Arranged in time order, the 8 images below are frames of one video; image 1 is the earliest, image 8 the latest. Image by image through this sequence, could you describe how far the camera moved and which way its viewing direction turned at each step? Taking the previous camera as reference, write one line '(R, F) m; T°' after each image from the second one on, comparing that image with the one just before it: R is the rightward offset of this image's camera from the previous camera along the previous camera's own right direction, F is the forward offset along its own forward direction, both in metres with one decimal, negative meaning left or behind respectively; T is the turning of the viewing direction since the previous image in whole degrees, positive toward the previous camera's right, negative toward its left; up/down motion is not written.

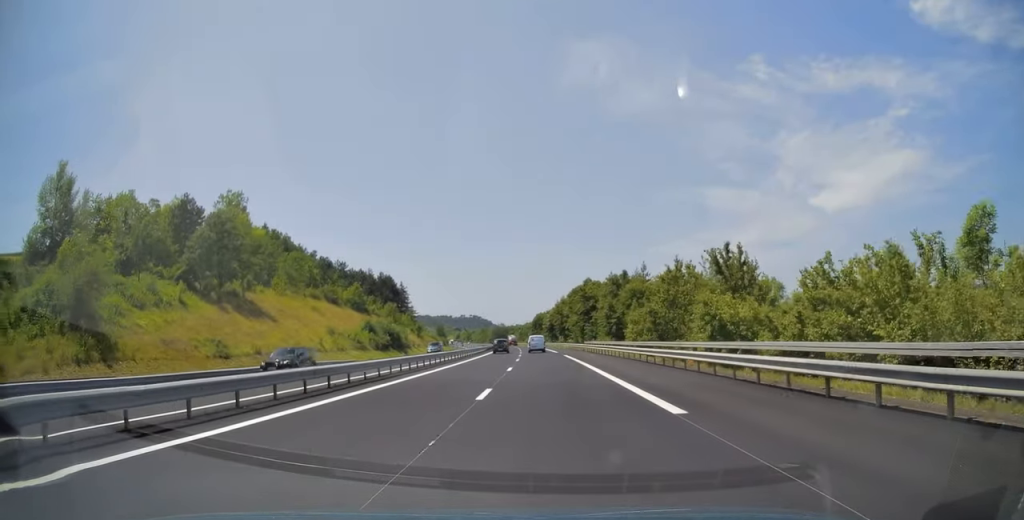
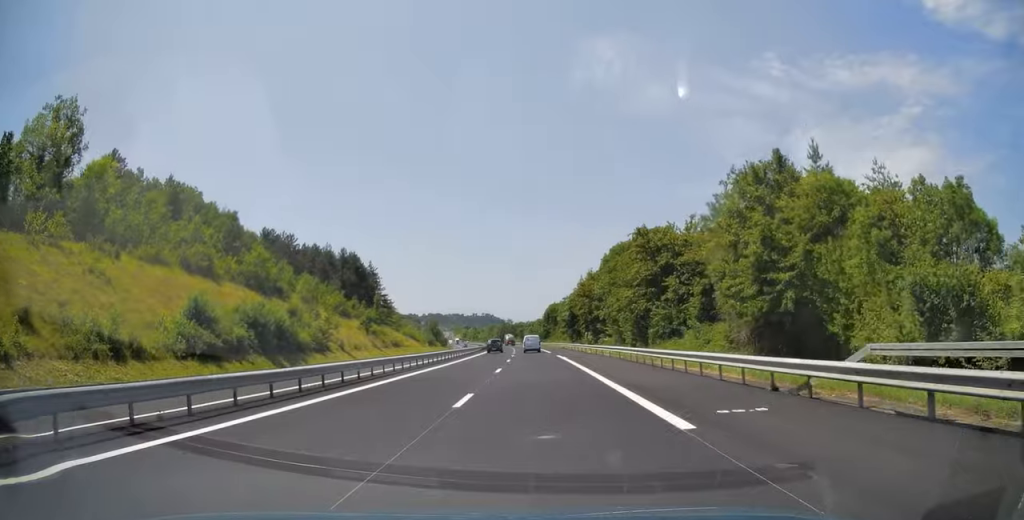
(-1.1, +53.6) m; -1°
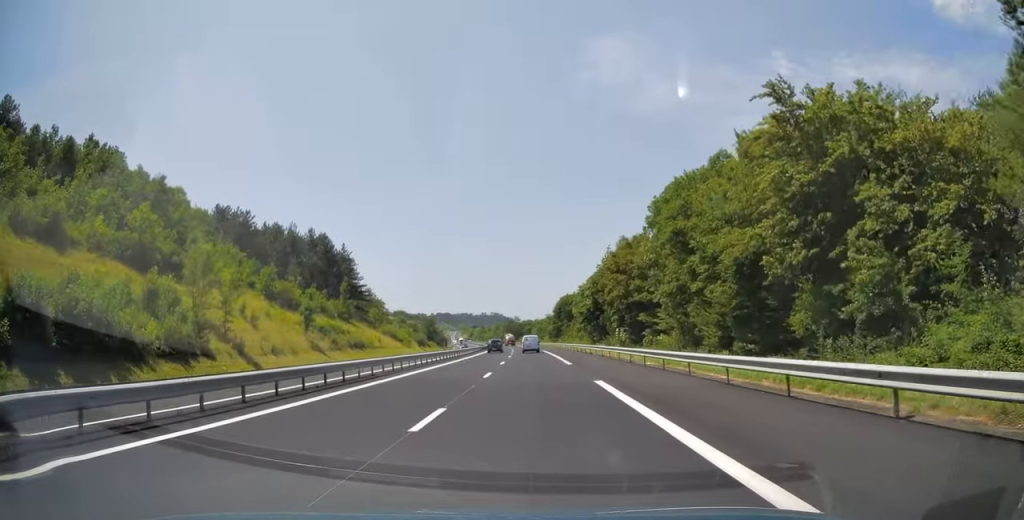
(+0.1, +29.2) m; 0°
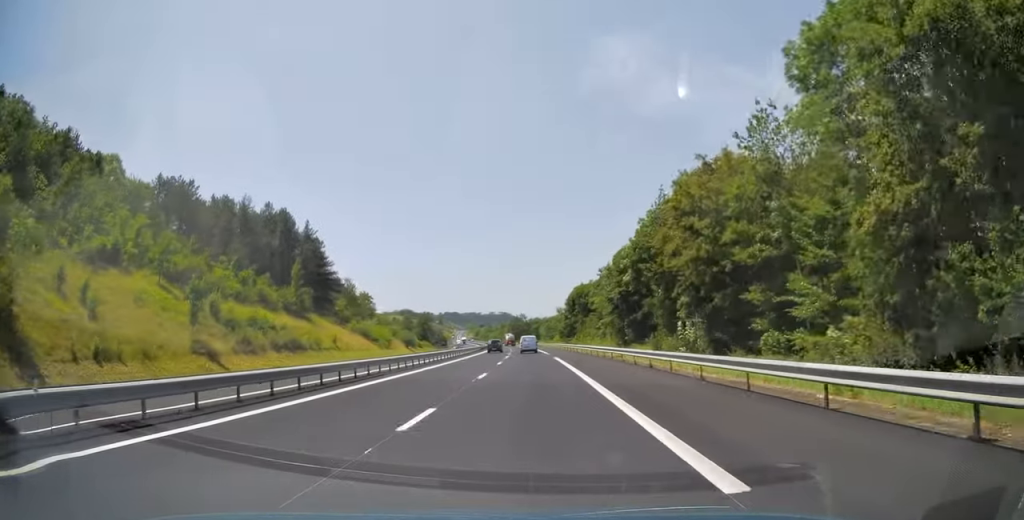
(-0.2, +25.9) m; -1°
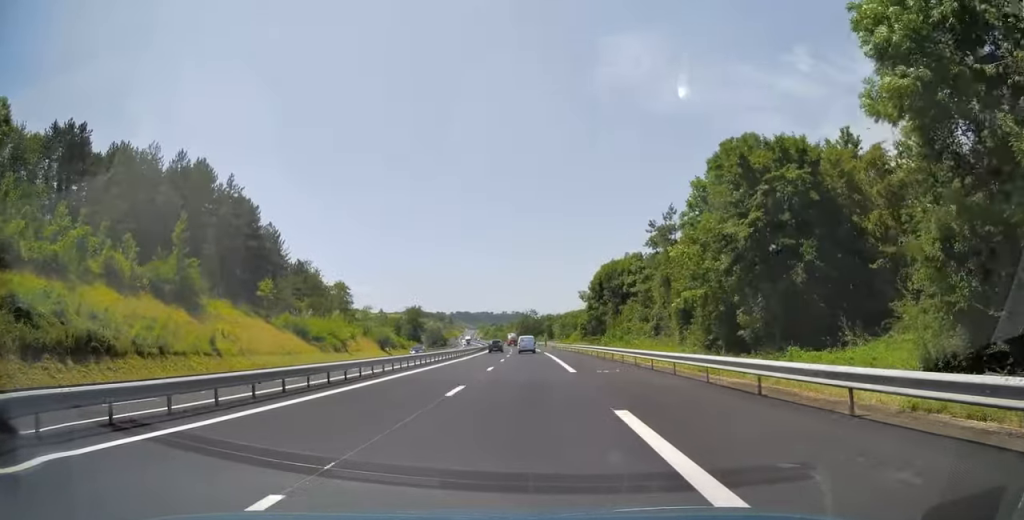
(-0.5, +32.9) m; -1°
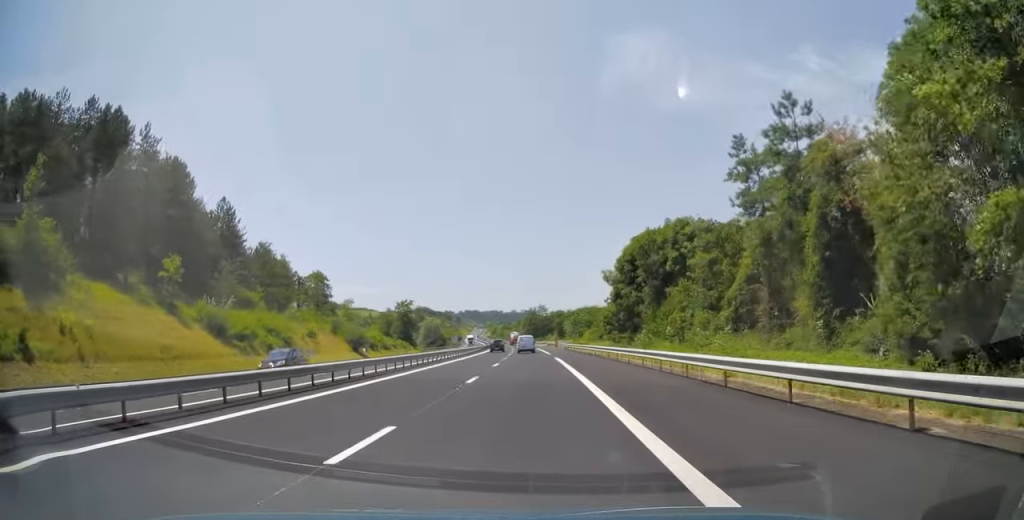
(-0.1, +21.6) m; -1°
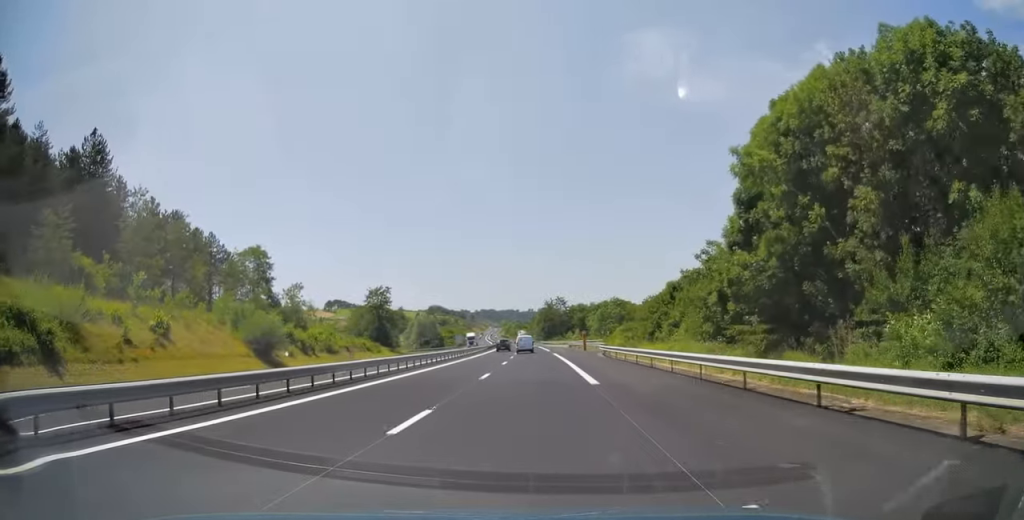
(-0.4, +36.8) m; -2°
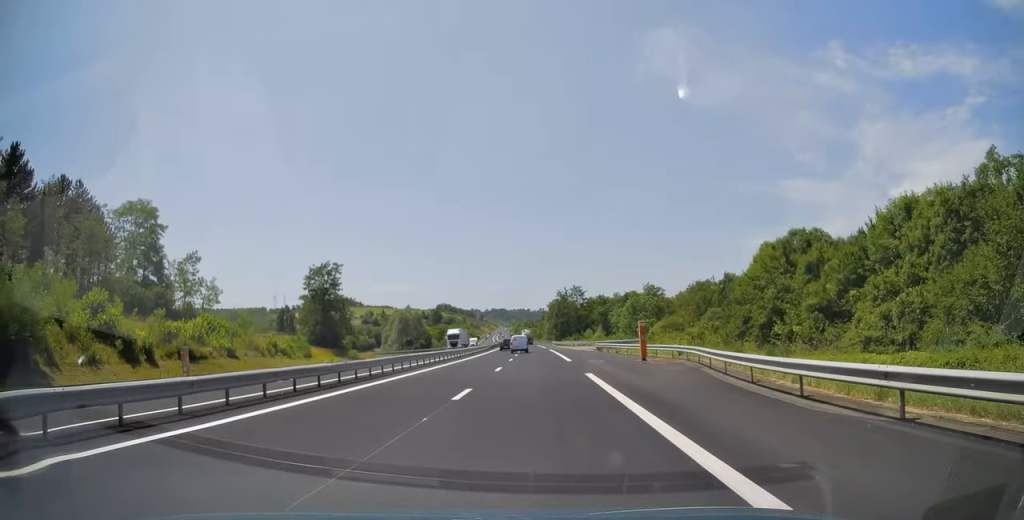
(-0.6, +34.1) m; -2°
